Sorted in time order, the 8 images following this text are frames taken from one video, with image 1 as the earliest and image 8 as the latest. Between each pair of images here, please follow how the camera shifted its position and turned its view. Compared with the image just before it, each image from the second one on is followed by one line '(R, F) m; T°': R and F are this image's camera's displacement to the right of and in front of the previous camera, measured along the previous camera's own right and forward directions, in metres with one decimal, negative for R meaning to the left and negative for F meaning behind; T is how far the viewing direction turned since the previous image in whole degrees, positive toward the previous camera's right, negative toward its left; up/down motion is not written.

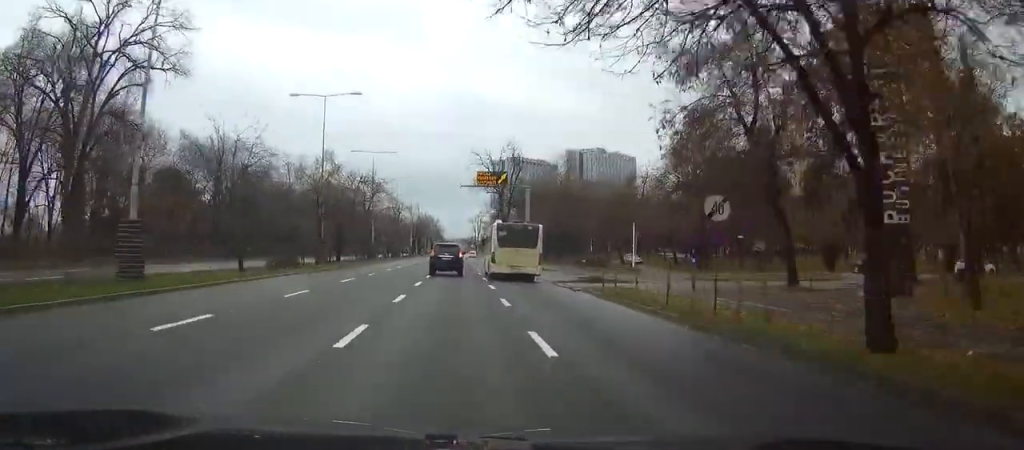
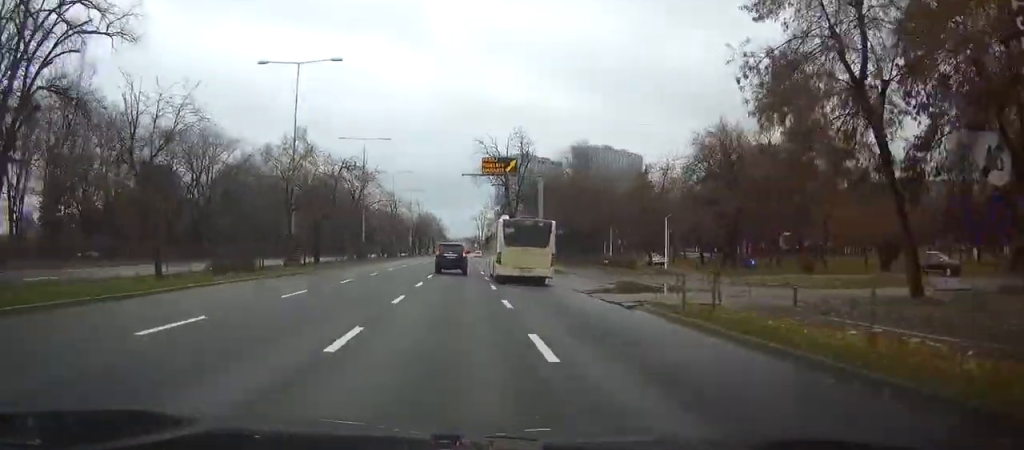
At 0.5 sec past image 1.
(0.0, +9.5) m; 0°
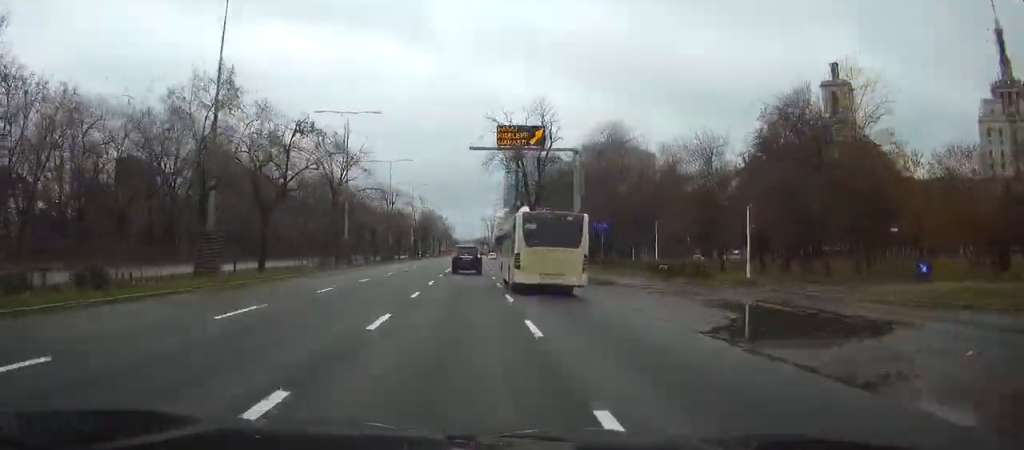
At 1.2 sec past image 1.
(-0.1, +14.8) m; 0°
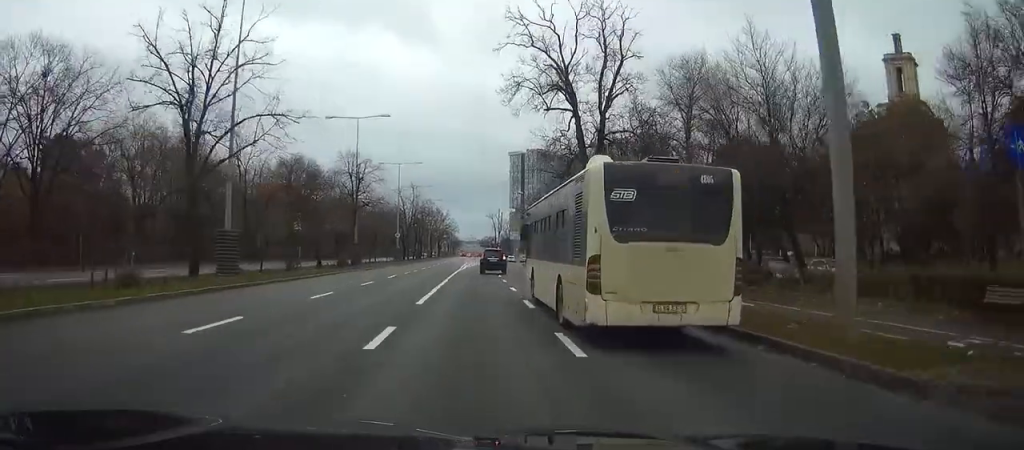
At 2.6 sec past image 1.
(-0.1, +28.9) m; -1°
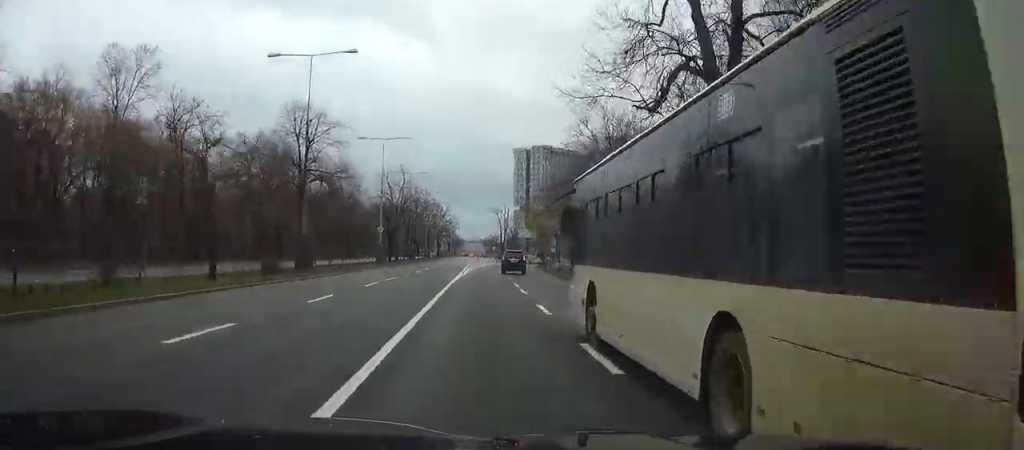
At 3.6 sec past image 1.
(-0.1, +19.0) m; 0°
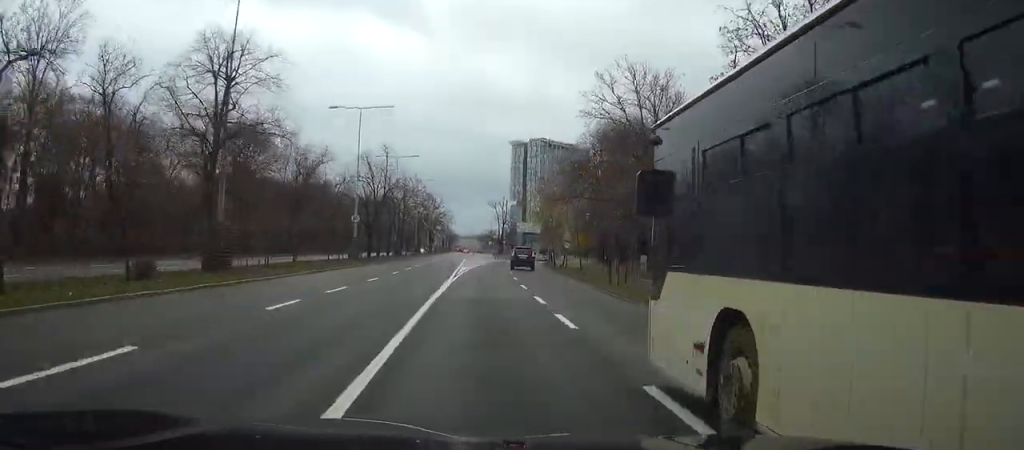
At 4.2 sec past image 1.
(+0.1, +12.9) m; 0°
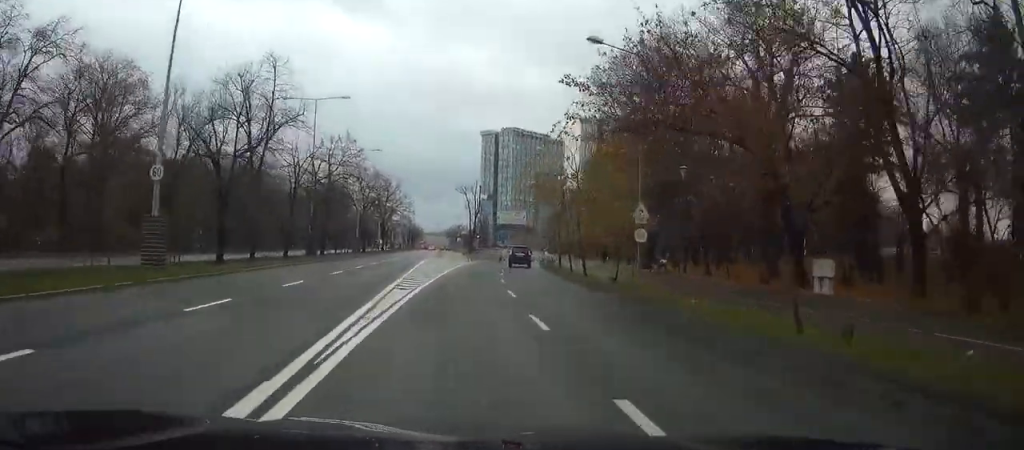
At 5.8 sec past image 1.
(+0.4, +32.9) m; +2°
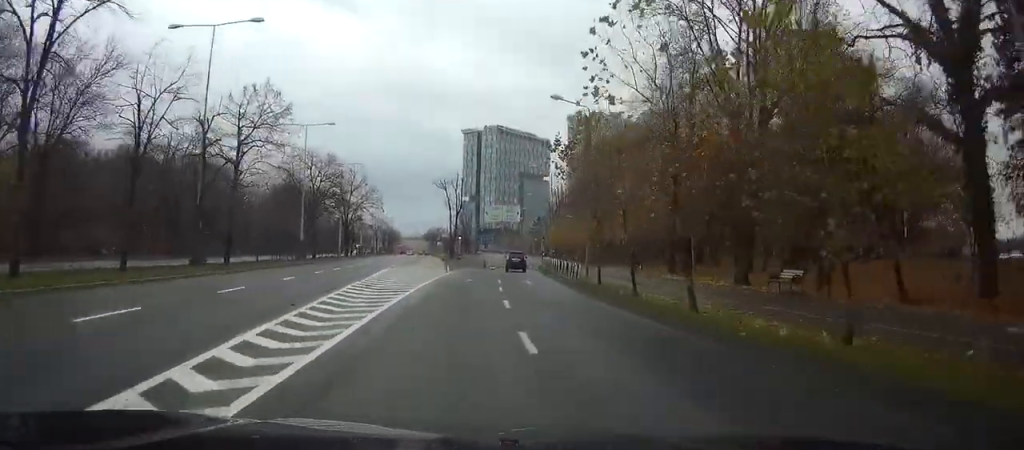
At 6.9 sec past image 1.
(+0.4, +20.4) m; +2°
